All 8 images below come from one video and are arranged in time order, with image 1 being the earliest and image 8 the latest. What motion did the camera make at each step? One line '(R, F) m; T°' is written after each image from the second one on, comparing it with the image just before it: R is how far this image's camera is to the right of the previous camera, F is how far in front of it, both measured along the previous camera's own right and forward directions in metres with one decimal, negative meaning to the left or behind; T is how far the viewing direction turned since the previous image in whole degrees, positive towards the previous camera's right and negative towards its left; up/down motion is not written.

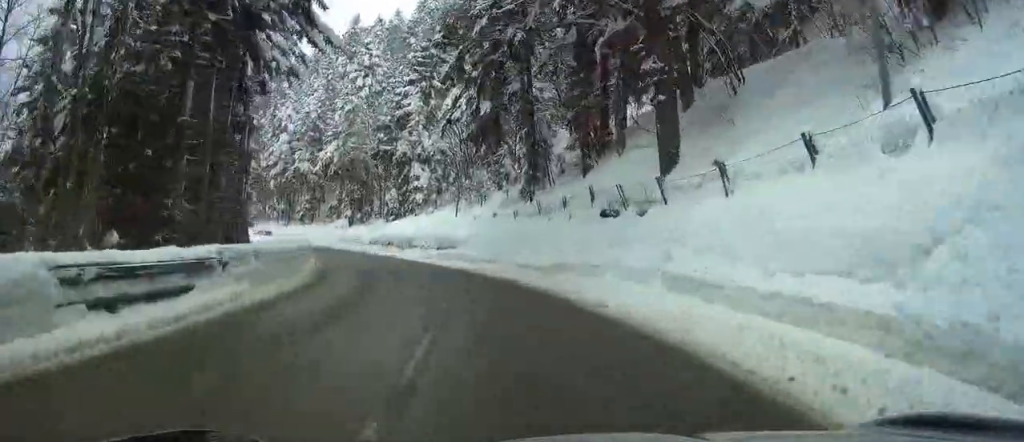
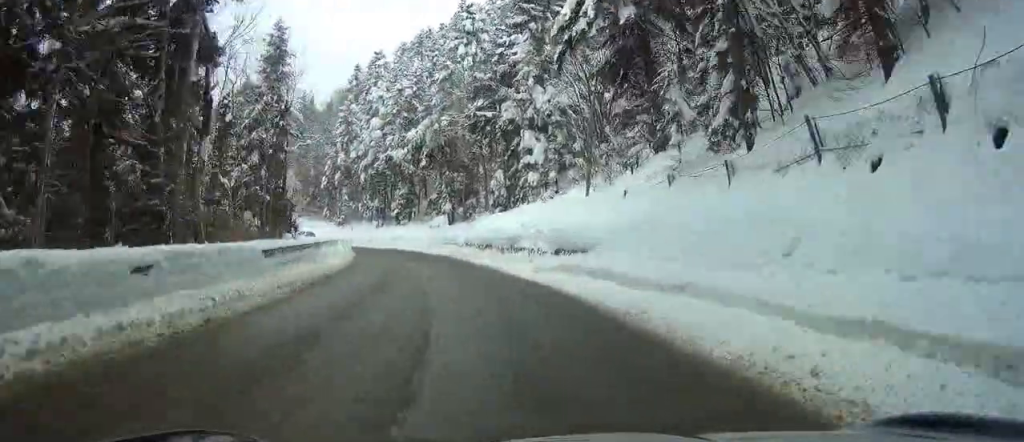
(0.0, +16.5) m; -9°
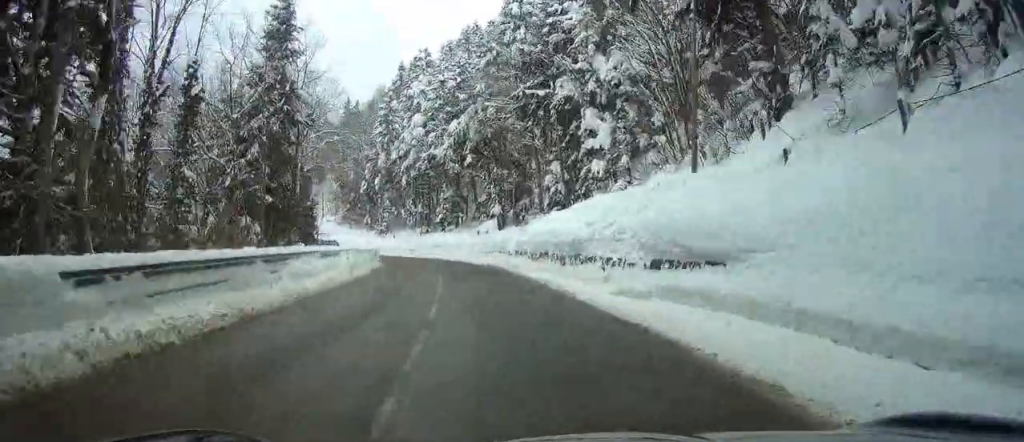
(-1.0, +7.7) m; -6°
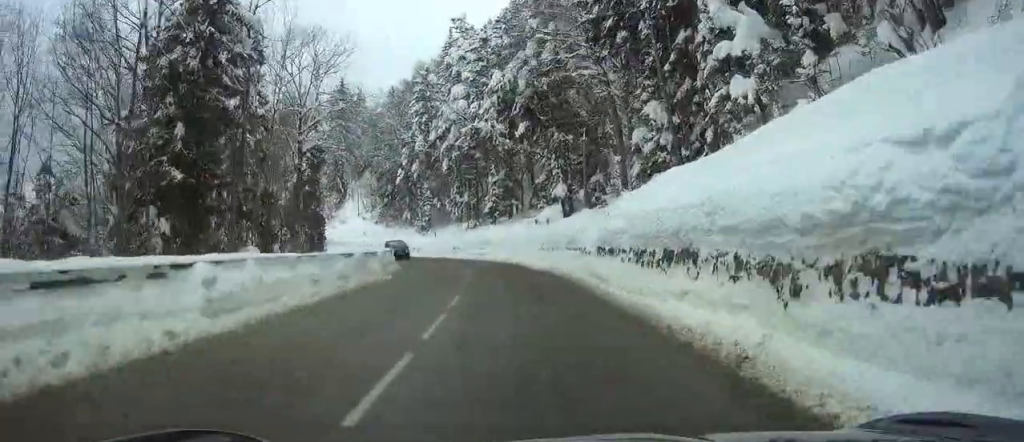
(-1.4, +14.4) m; -6°
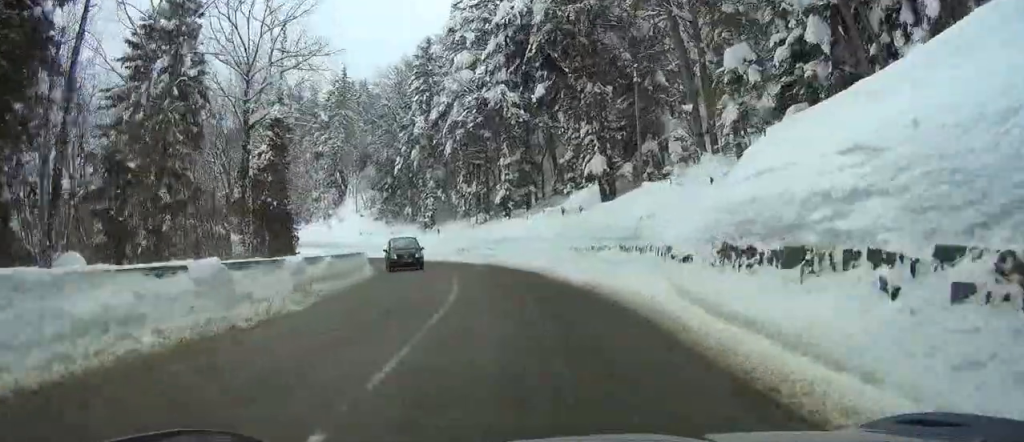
(0.0, +11.7) m; -1°
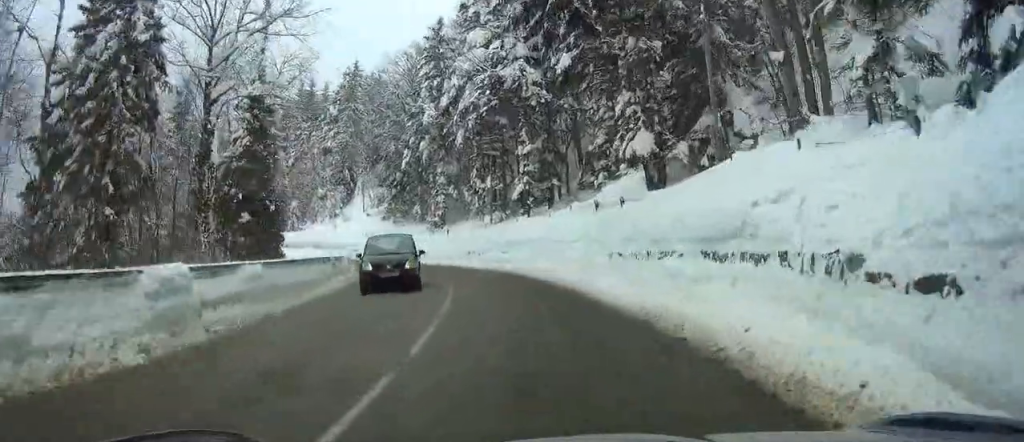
(+0.1, +7.0) m; -1°
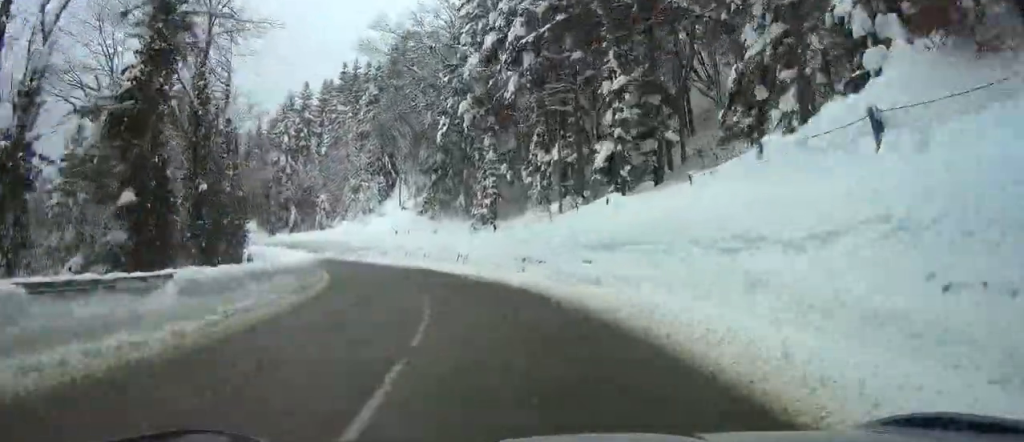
(-0.9, +16.0) m; -7°
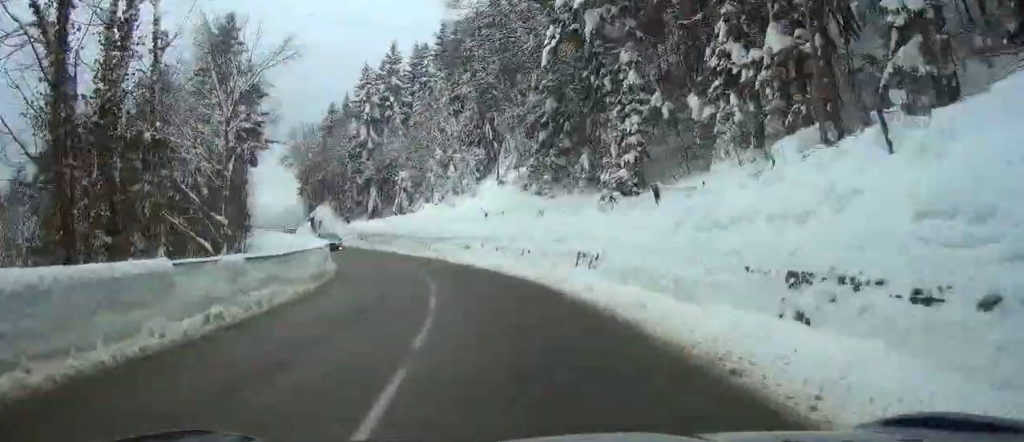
(-2.0, +17.2) m; -13°
